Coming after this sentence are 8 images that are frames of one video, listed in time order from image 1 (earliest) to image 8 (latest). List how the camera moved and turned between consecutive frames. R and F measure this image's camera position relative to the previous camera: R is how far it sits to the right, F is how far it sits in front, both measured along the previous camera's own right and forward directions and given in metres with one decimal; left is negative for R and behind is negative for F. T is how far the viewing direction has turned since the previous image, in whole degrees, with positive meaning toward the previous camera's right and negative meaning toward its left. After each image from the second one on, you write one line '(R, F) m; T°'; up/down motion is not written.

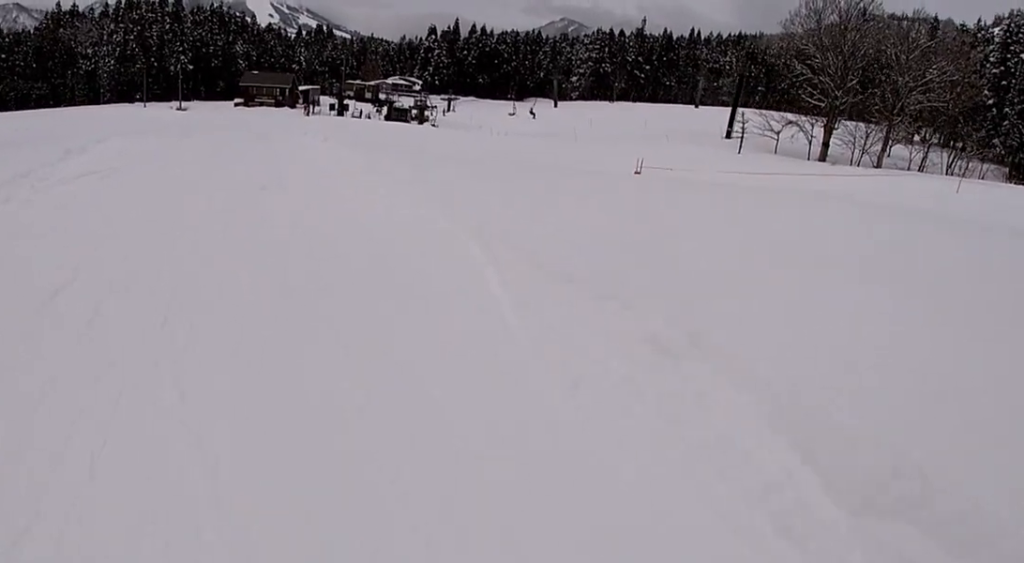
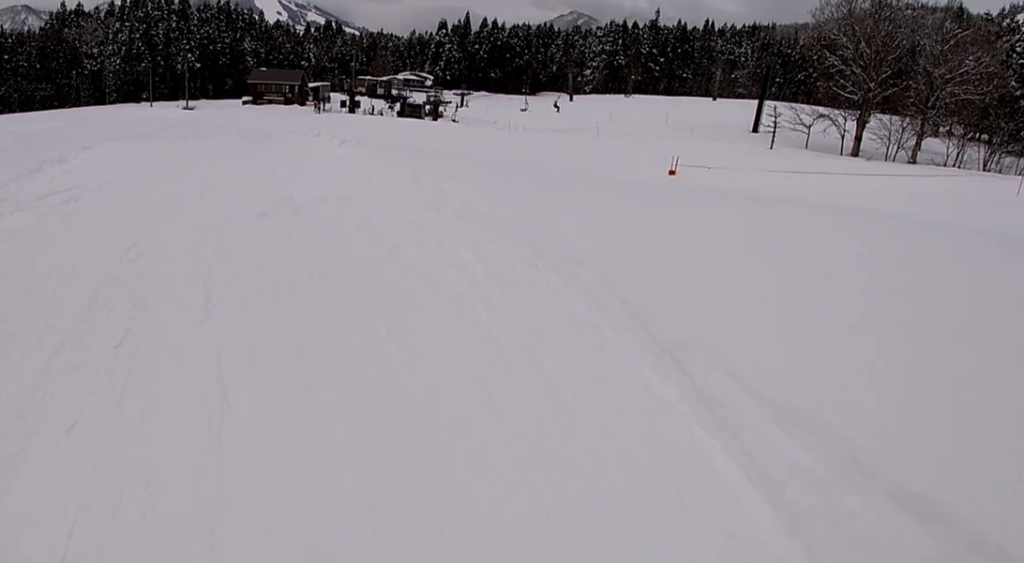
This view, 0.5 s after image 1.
(-0.1, +3.0) m; 0°
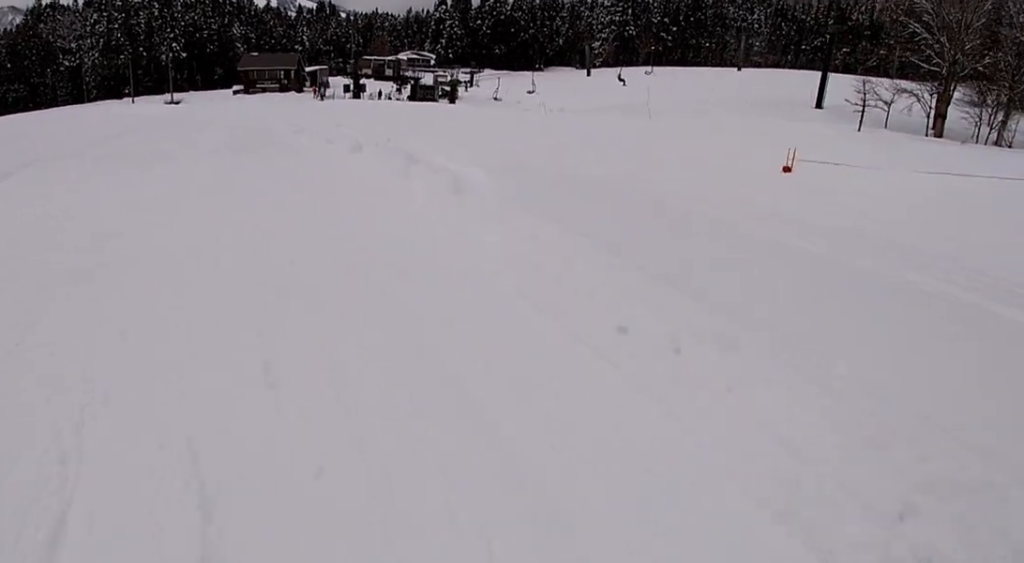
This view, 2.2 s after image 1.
(0.0, +10.6) m; 0°
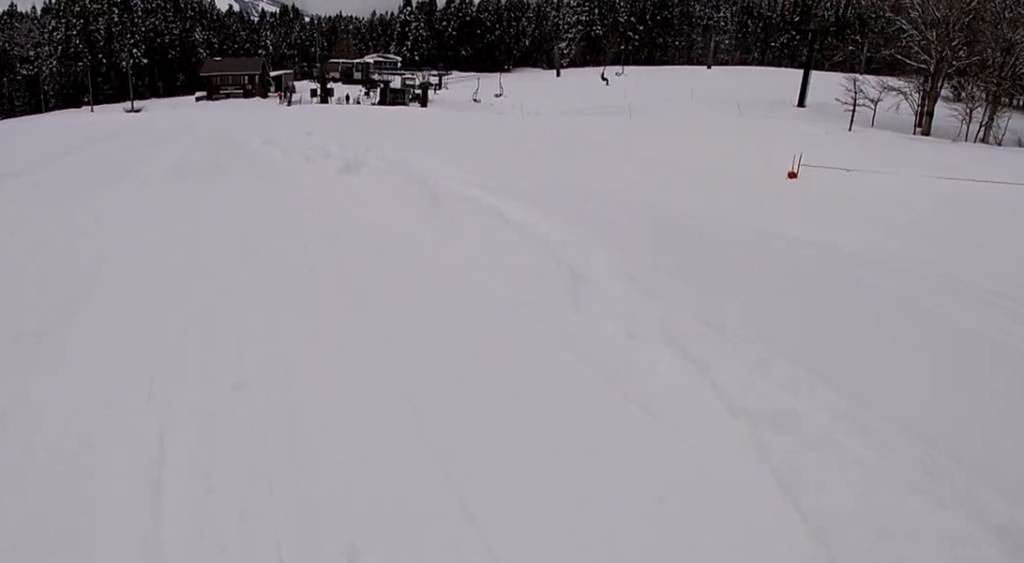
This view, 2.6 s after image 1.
(+0.2, +3.1) m; 0°
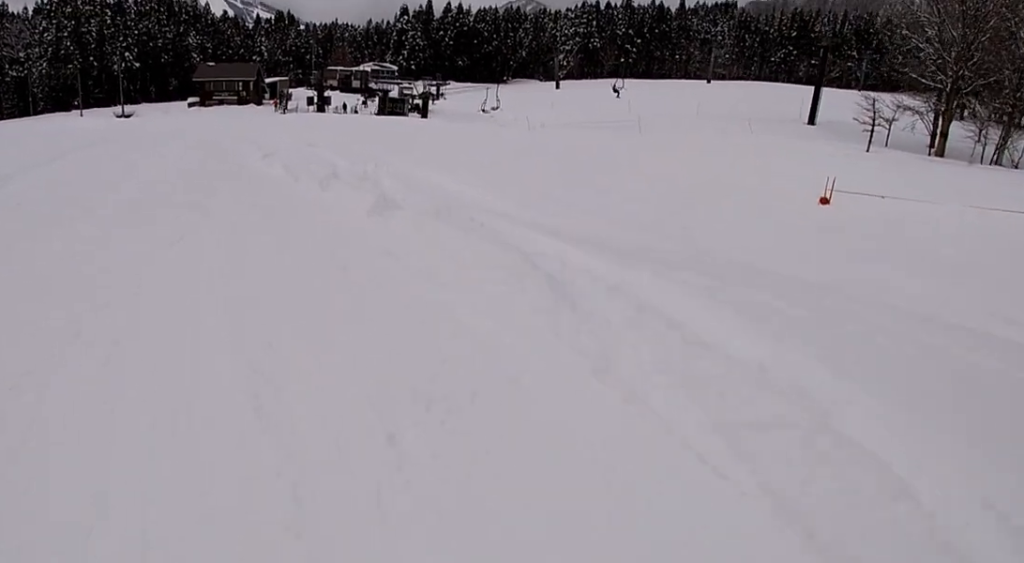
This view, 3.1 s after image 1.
(+0.5, +2.8) m; 0°
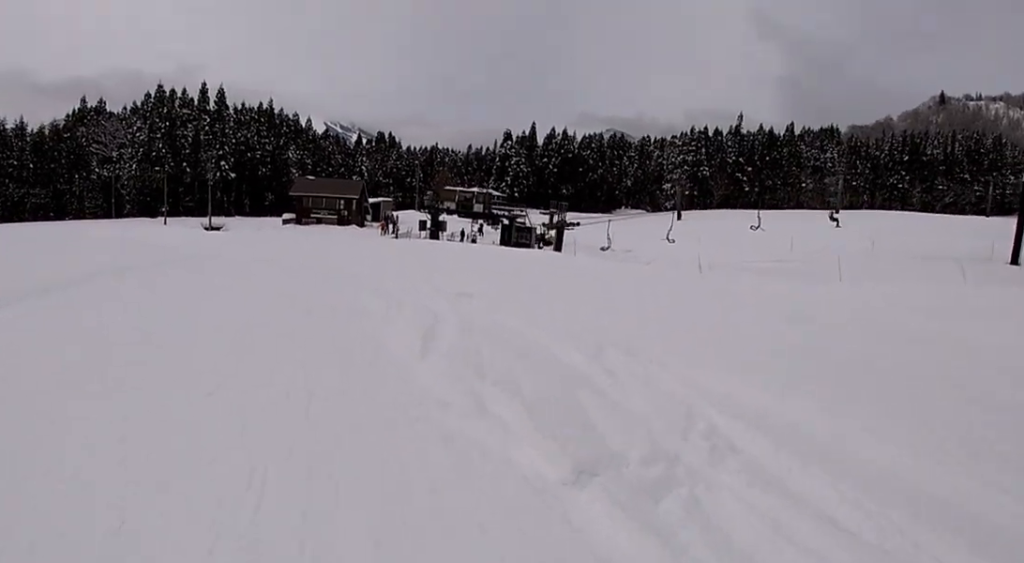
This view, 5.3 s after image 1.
(+0.2, +13.8) m; 0°
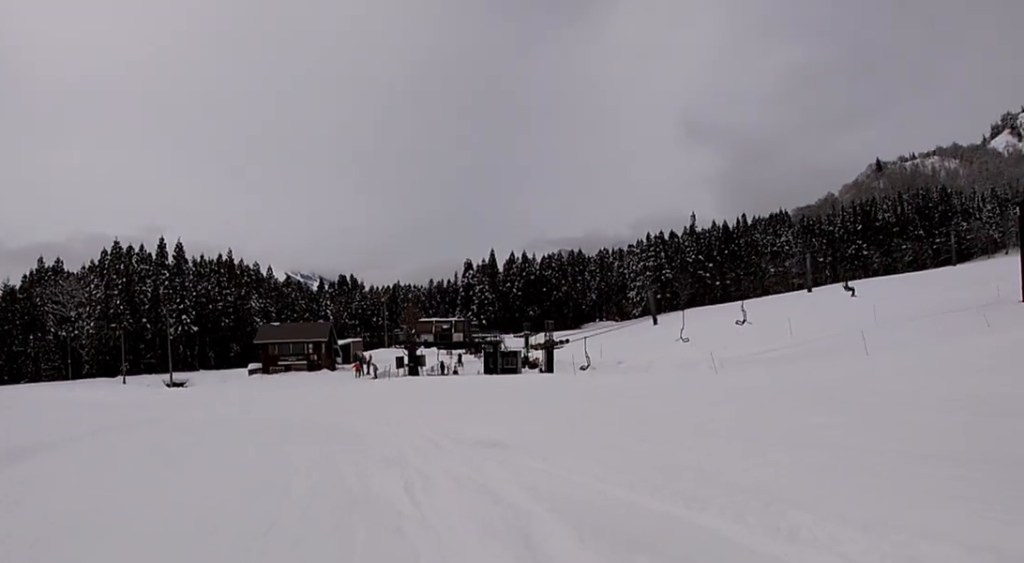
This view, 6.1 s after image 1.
(-0.9, +5.5) m; 0°
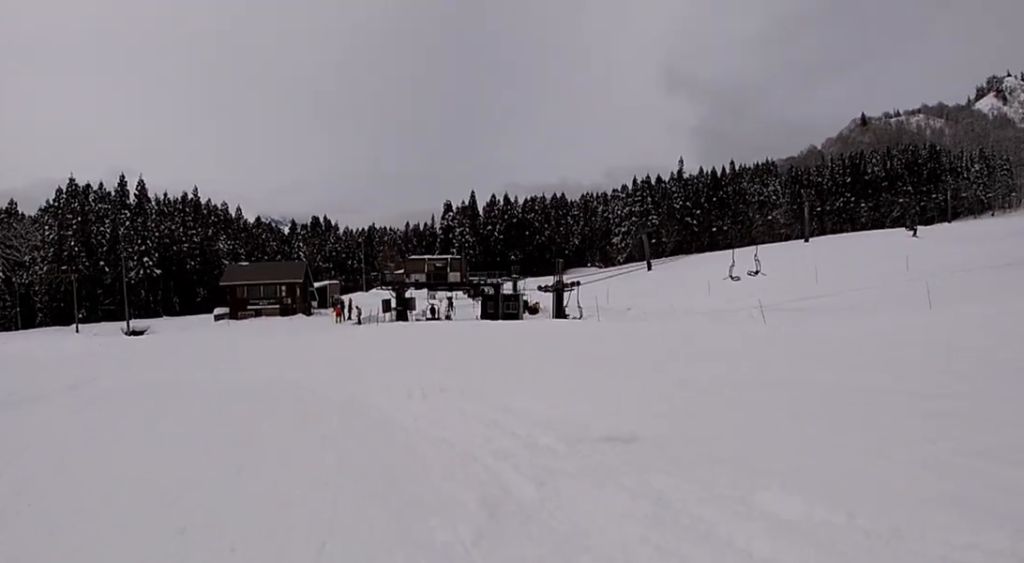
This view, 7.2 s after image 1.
(+0.8, +7.1) m; 0°
